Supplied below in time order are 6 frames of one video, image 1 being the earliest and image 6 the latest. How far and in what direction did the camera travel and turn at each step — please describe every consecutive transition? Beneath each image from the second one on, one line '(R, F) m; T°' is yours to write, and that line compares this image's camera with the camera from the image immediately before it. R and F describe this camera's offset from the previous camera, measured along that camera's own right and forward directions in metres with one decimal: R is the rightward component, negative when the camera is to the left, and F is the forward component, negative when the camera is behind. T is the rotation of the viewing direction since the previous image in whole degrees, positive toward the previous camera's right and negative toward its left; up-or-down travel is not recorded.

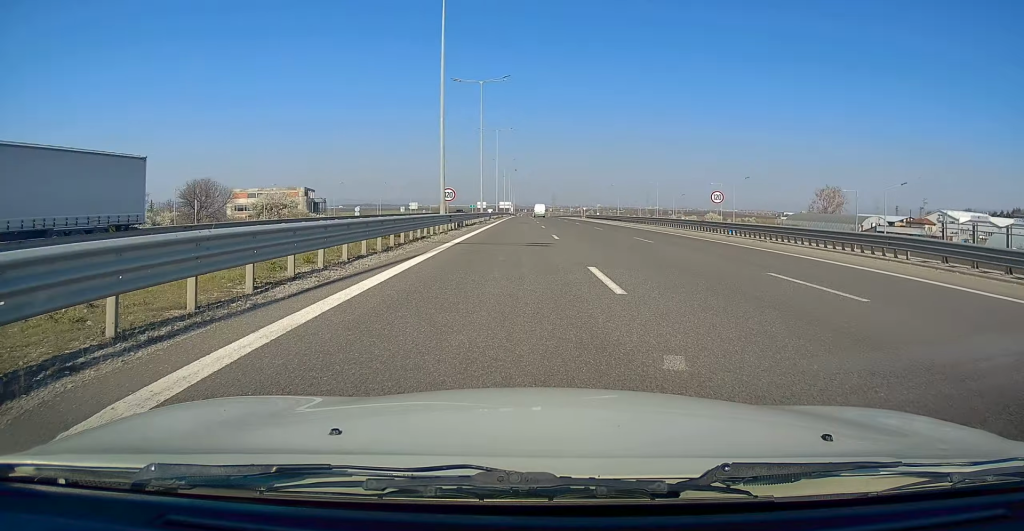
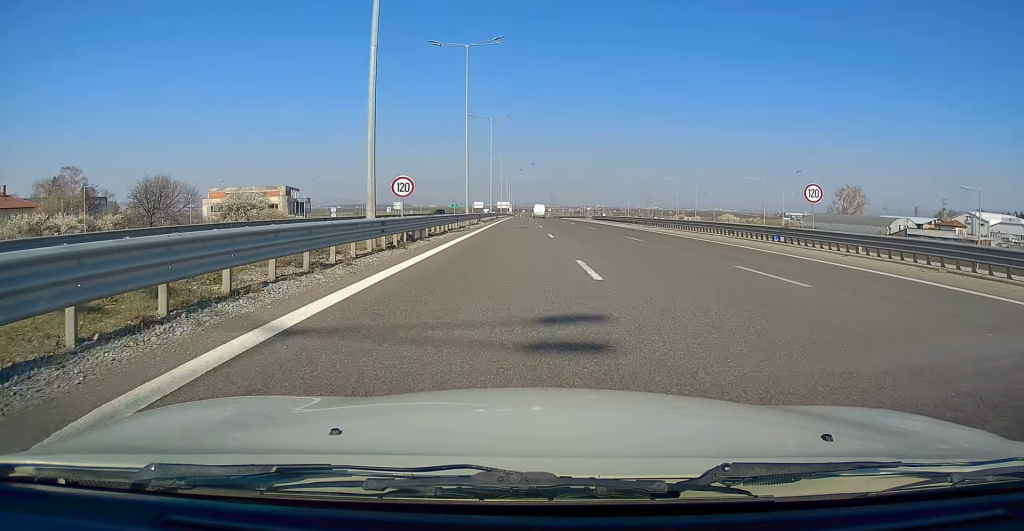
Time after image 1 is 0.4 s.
(0.0, +13.9) m; 0°
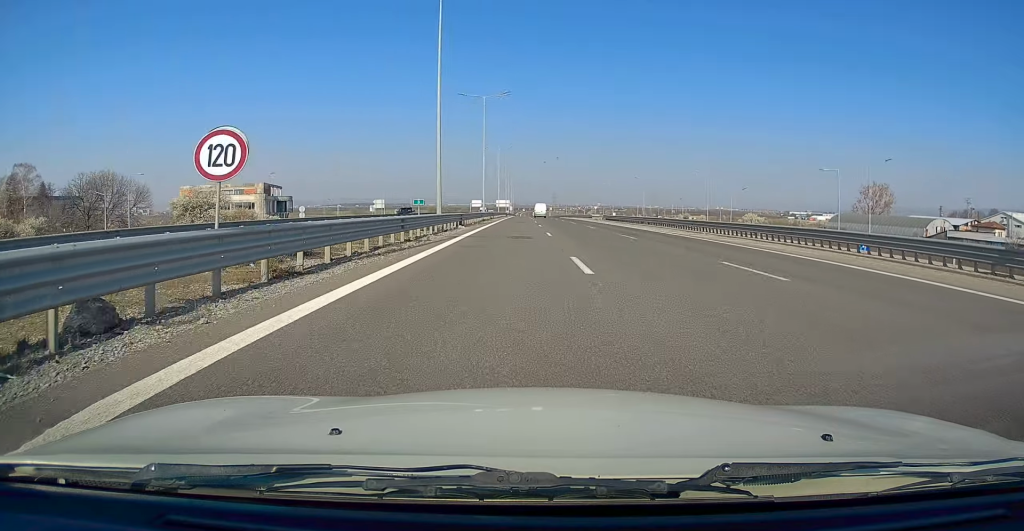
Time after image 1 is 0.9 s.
(0.0, +15.1) m; 0°
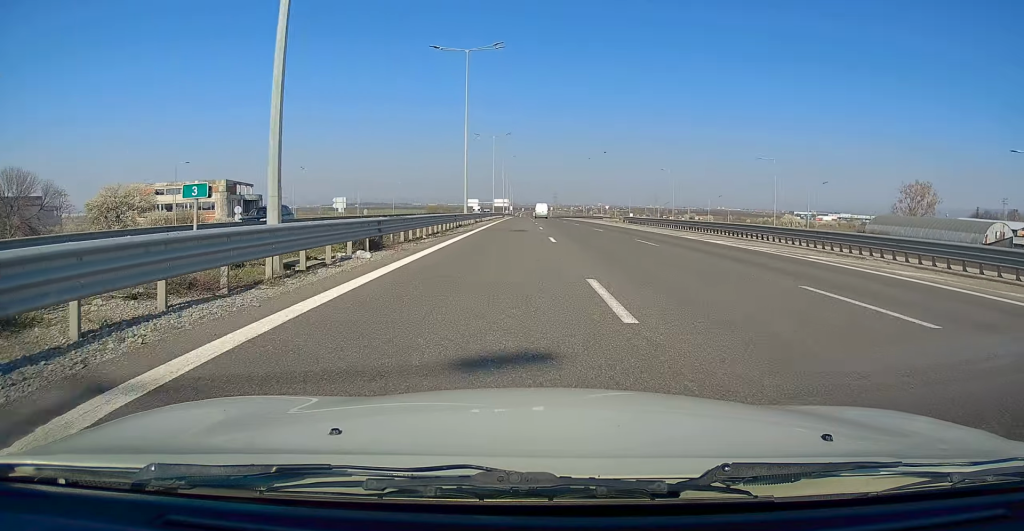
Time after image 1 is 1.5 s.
(0.0, +20.5) m; 0°
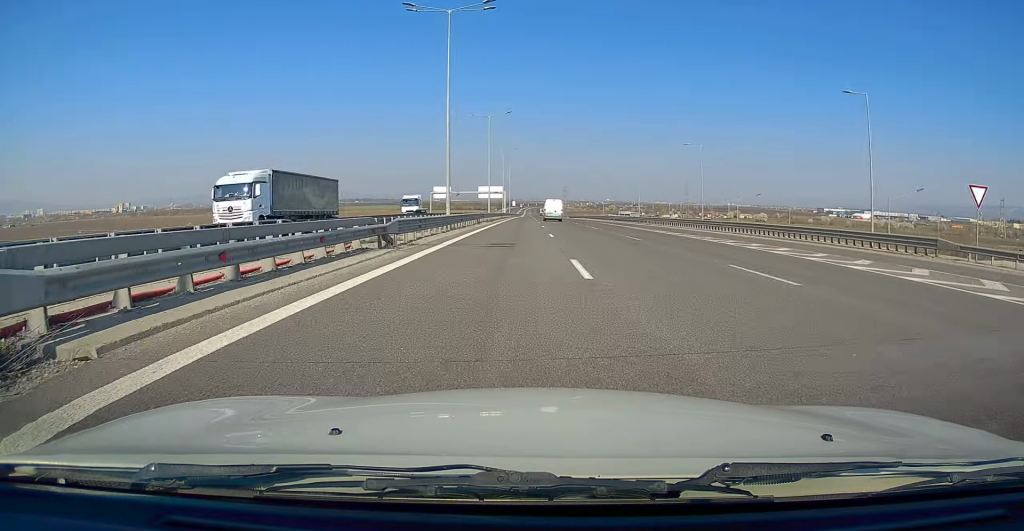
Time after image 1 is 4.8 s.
(+0.8, +107.0) m; +1°
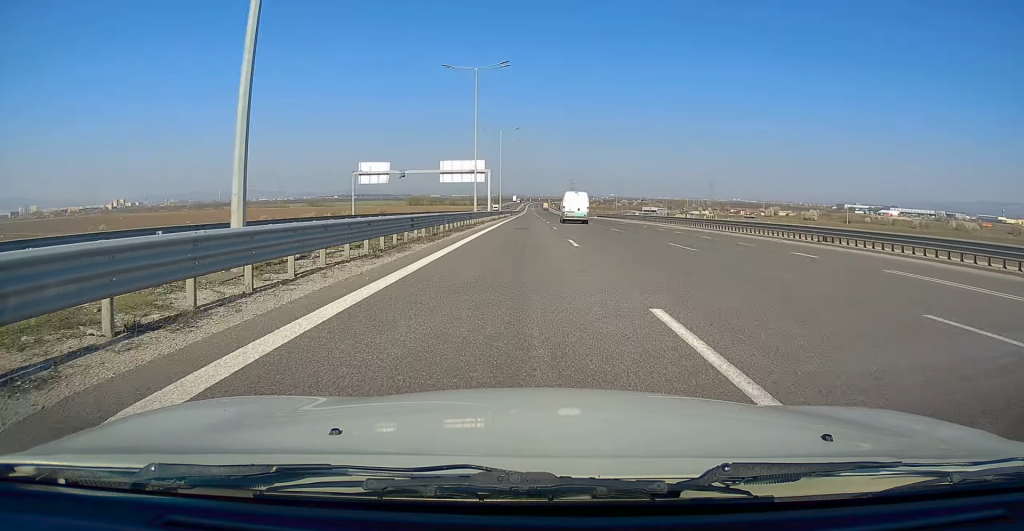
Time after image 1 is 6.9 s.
(-0.9, +70.4) m; -1°
